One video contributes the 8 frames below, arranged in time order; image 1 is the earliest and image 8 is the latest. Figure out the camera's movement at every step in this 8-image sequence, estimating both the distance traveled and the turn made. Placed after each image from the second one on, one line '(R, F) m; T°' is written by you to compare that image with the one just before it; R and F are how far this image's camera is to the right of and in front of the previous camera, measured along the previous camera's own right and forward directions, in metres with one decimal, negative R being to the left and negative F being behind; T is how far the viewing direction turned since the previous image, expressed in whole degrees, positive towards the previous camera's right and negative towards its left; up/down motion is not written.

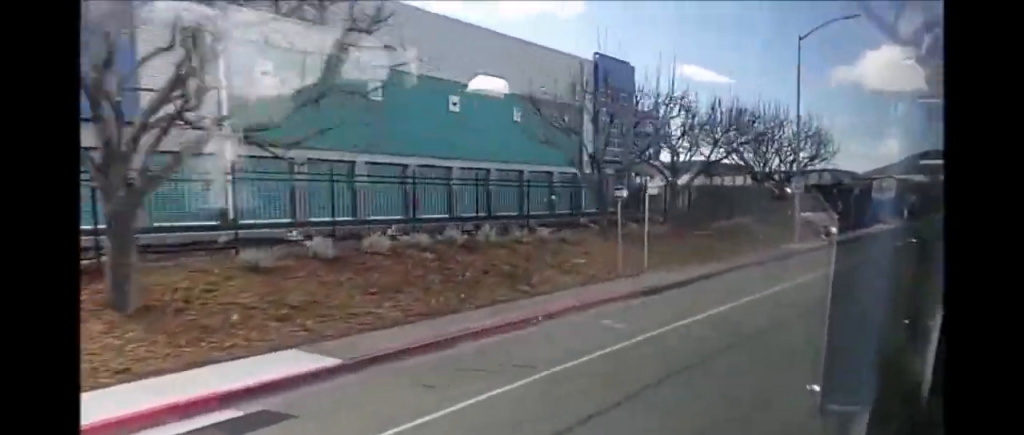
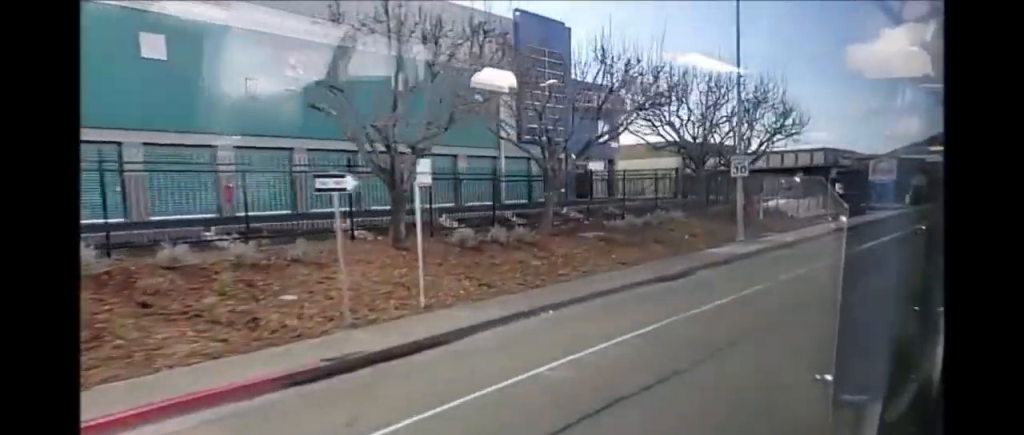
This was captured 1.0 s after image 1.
(-0.4, +10.0) m; -3°
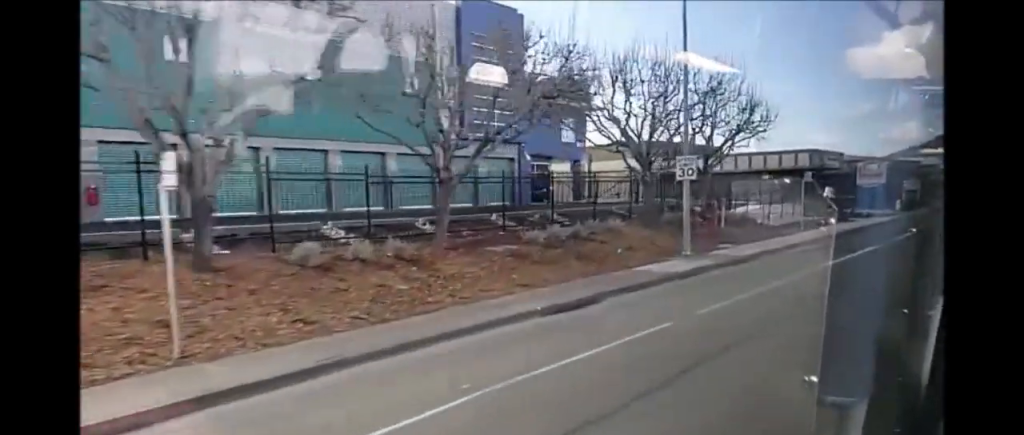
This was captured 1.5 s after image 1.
(-0.1, +4.8) m; -1°
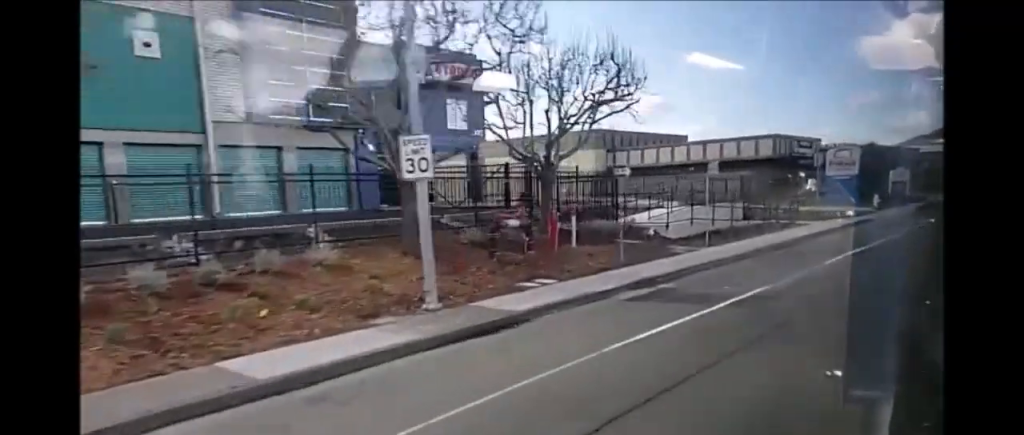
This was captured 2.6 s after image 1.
(-0.1, +11.5) m; 0°
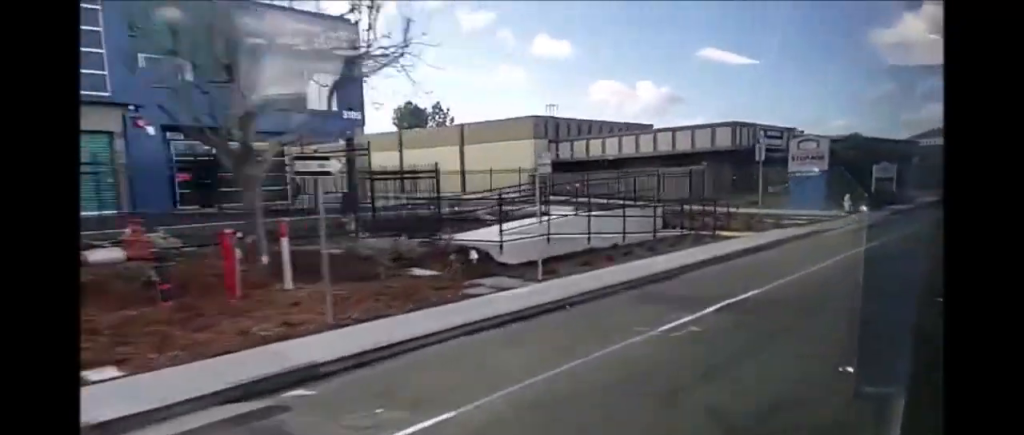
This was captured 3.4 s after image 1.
(0.0, +9.1) m; 0°
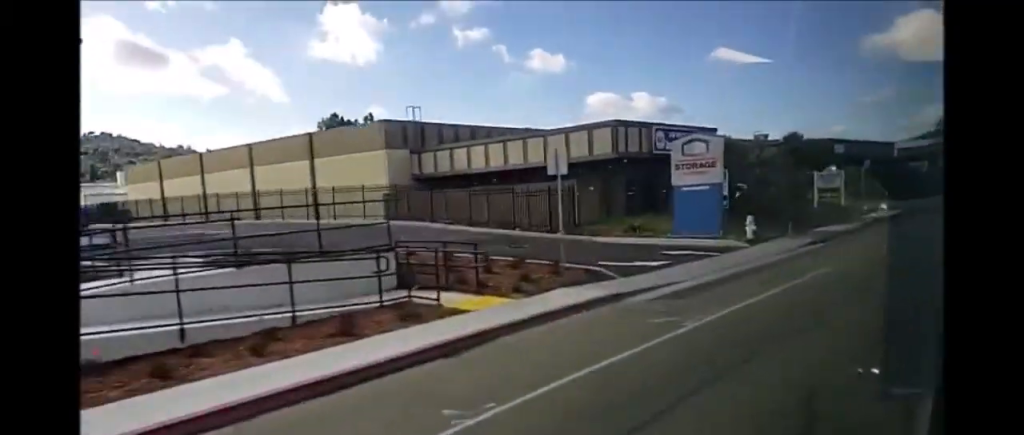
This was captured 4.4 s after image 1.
(0.0, +12.7) m; +1°
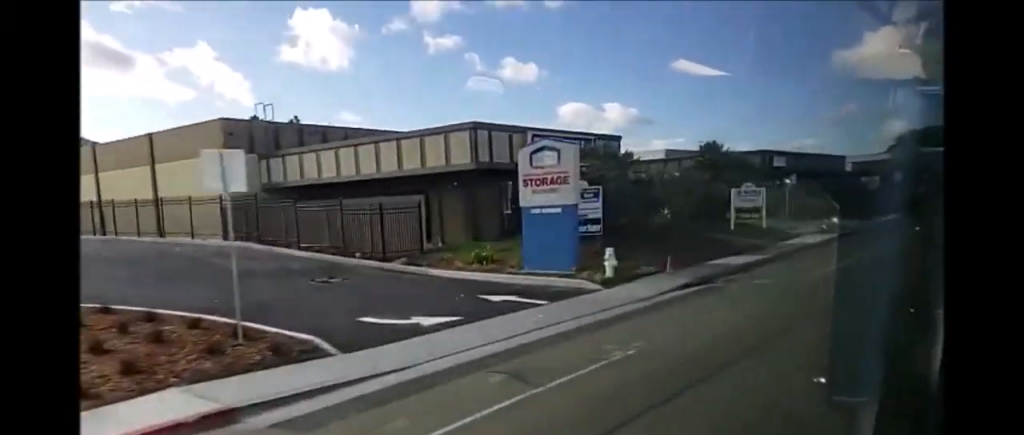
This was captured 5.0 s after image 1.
(+0.1, +7.6) m; 0°
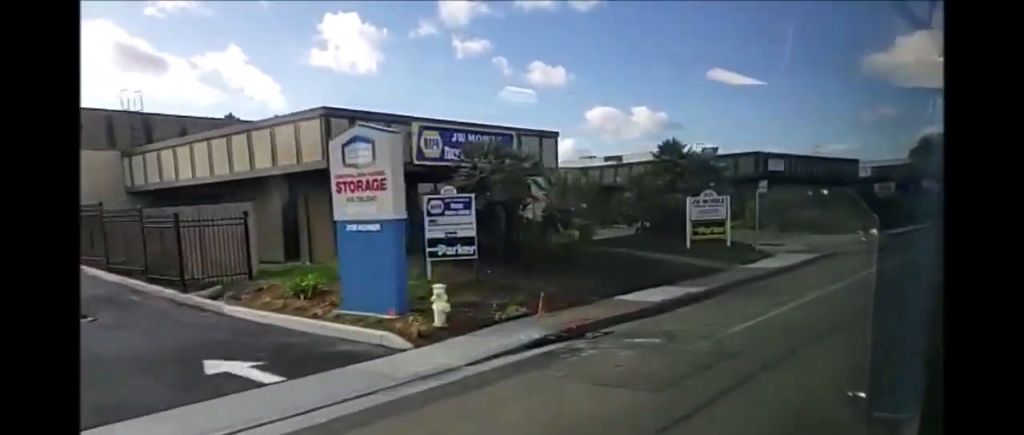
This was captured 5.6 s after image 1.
(+0.2, +7.3) m; 0°
